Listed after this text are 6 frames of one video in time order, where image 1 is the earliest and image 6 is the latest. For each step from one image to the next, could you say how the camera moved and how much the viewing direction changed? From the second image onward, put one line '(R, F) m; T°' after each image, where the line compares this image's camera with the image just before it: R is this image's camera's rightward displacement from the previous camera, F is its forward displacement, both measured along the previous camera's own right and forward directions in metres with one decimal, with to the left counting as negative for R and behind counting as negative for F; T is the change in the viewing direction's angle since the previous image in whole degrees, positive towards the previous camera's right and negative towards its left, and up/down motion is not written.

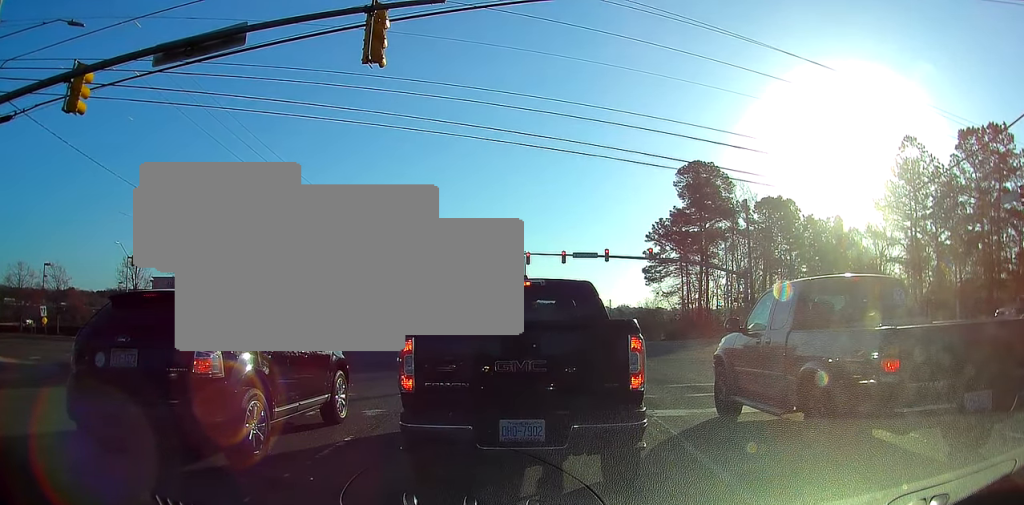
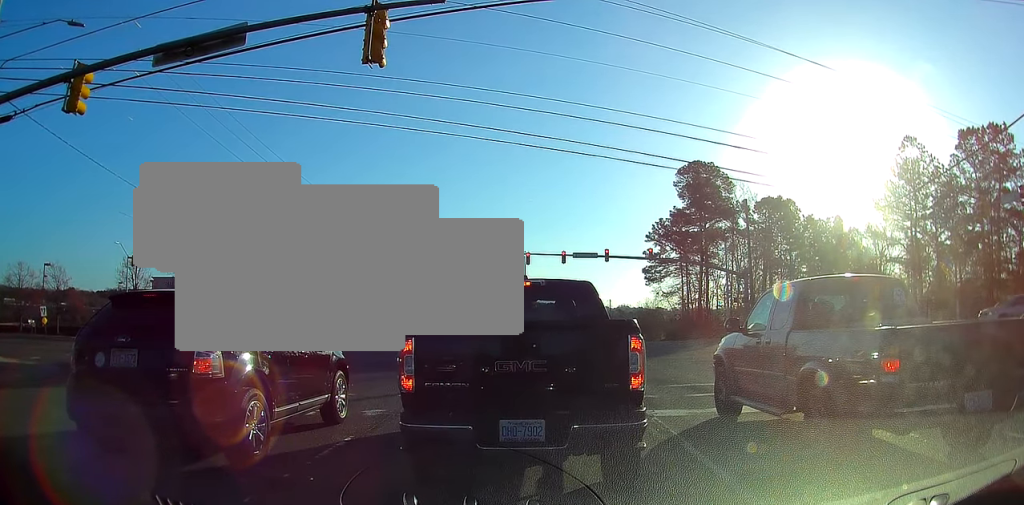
(0.0, 0.0) m; 0°
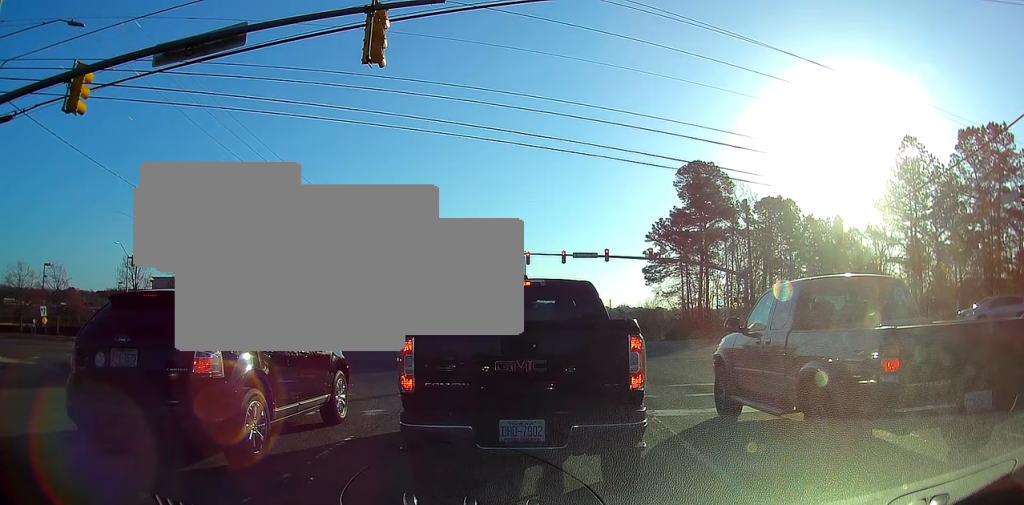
(0.0, 0.0) m; 0°
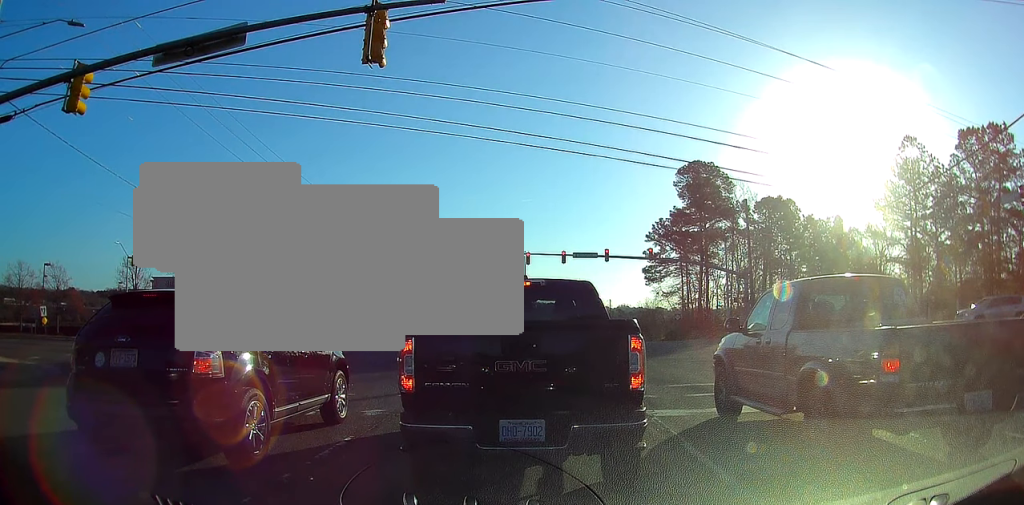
(0.0, 0.0) m; 0°
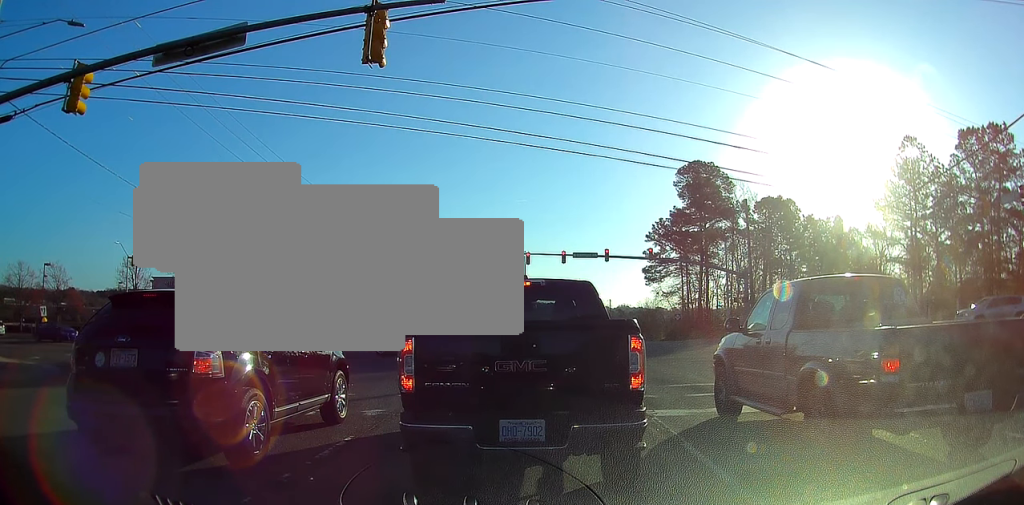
(0.0, 0.0) m; 0°
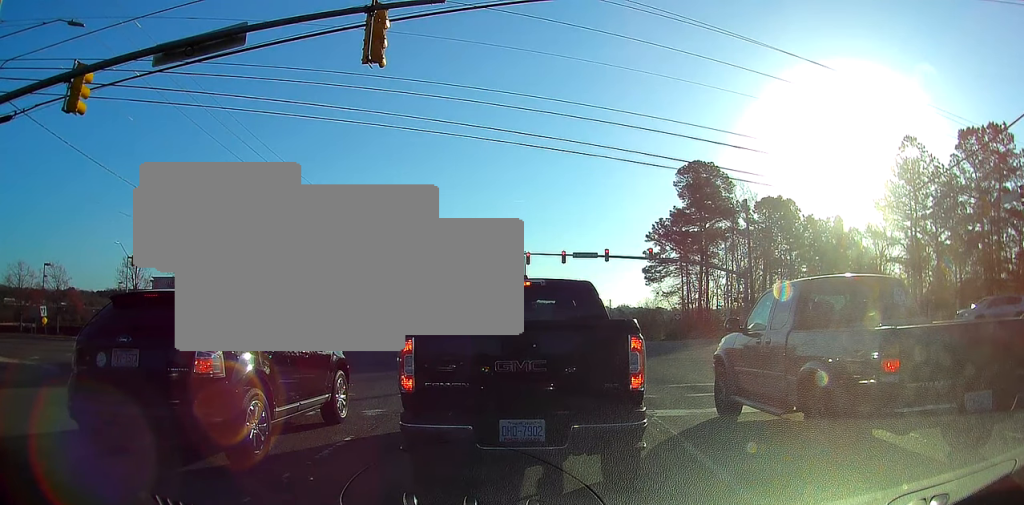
(0.0, 0.0) m; 0°
